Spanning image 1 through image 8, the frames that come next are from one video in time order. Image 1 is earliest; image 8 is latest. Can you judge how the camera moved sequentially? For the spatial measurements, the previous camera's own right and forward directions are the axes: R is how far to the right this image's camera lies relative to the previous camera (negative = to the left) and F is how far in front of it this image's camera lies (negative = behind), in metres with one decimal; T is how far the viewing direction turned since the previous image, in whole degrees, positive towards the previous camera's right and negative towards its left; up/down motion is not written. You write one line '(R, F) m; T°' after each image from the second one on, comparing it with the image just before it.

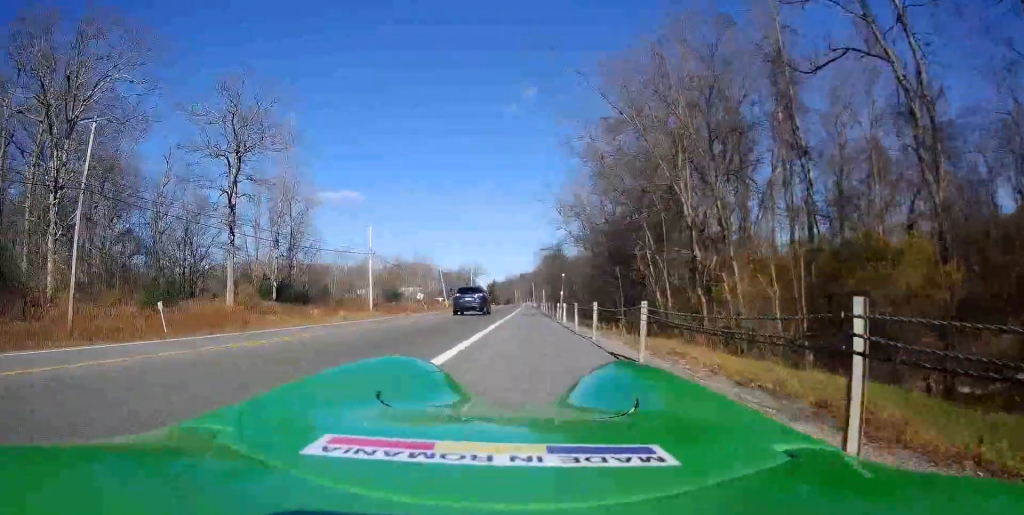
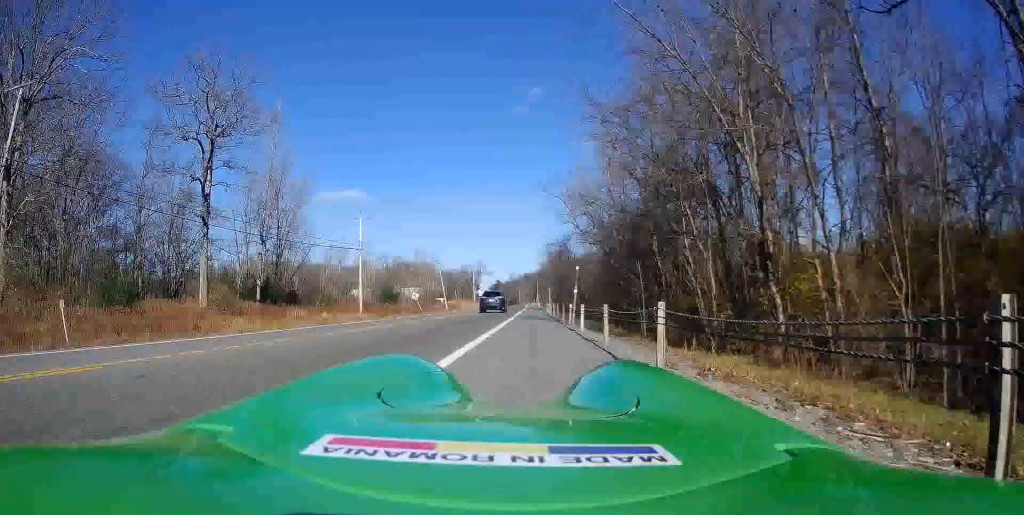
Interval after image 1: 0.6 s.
(+0.1, +5.9) m; 0°
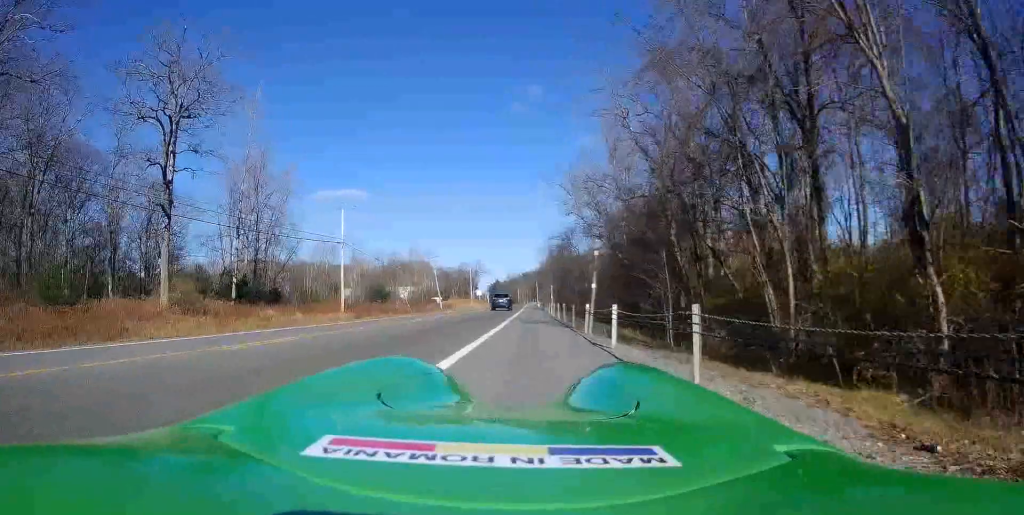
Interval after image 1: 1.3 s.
(0.0, +6.3) m; -2°
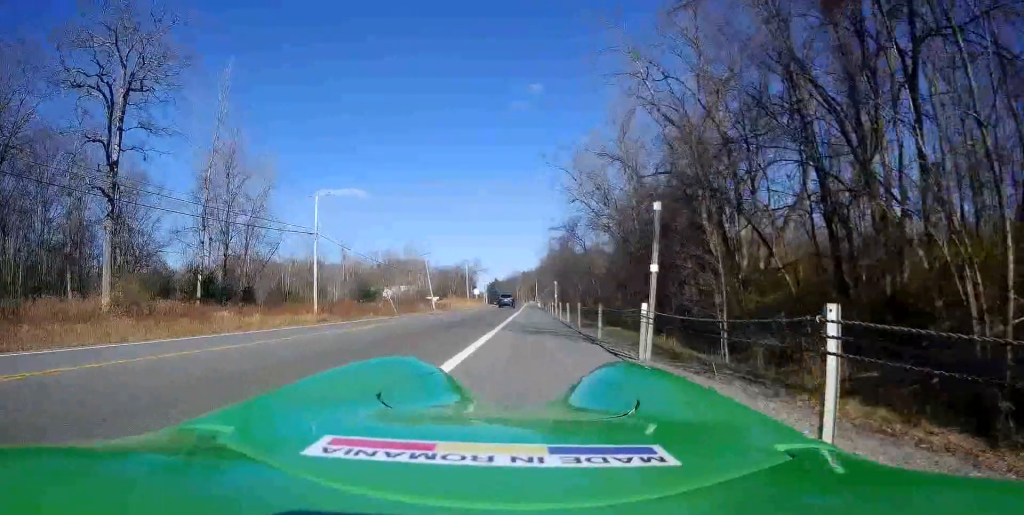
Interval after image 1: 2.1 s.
(-0.3, +7.5) m; -2°
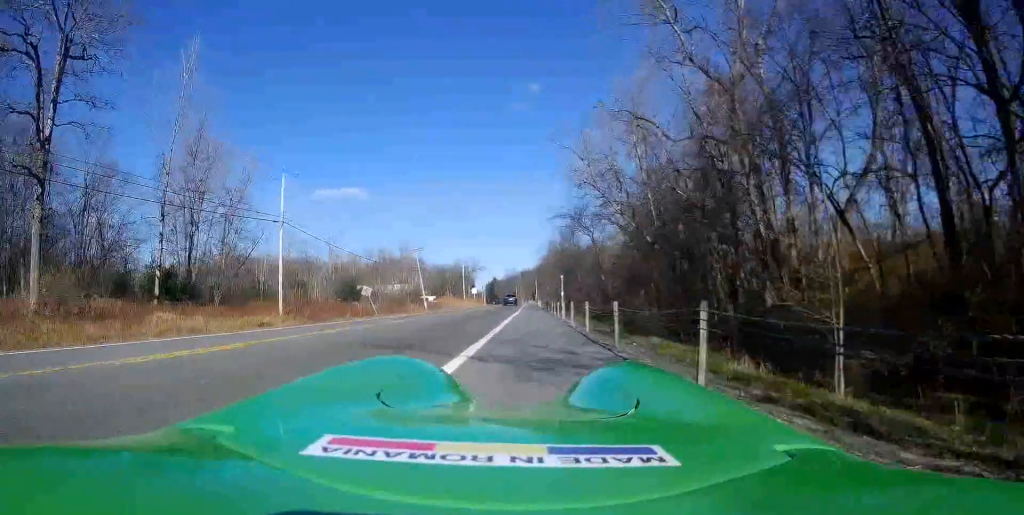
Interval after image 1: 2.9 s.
(-0.1, +7.4) m; 0°
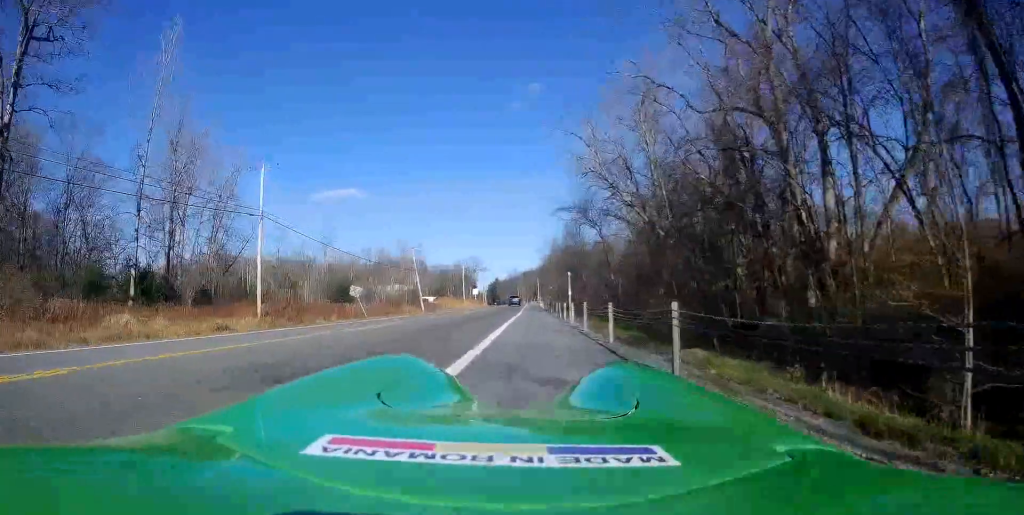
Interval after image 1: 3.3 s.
(0.0, +4.3) m; +1°
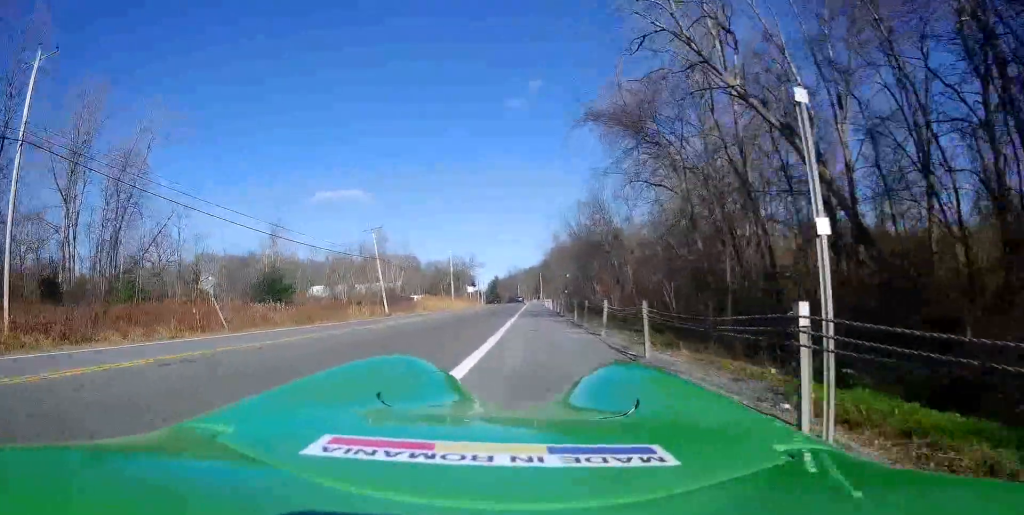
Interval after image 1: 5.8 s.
(+0.5, +22.4) m; +1°
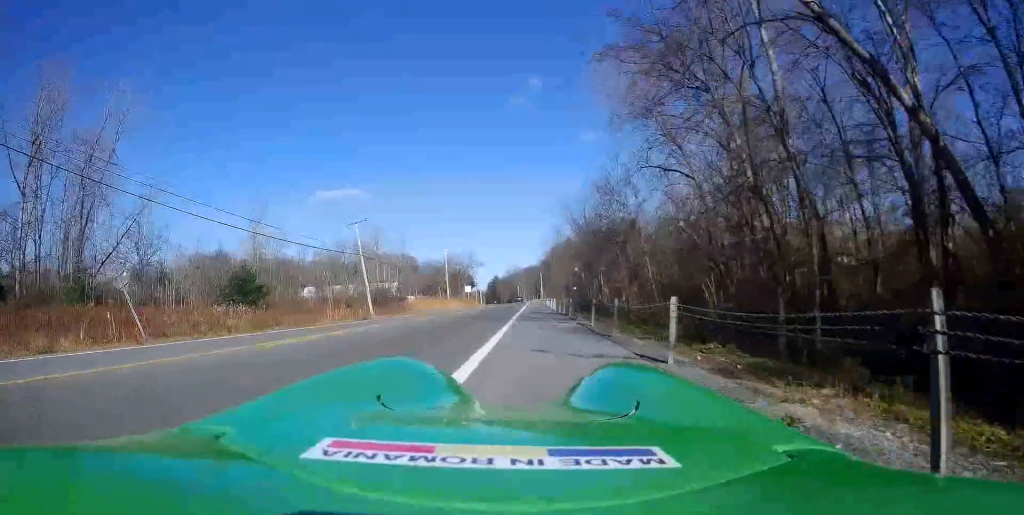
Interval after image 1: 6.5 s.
(0.0, +6.1) m; 0°
